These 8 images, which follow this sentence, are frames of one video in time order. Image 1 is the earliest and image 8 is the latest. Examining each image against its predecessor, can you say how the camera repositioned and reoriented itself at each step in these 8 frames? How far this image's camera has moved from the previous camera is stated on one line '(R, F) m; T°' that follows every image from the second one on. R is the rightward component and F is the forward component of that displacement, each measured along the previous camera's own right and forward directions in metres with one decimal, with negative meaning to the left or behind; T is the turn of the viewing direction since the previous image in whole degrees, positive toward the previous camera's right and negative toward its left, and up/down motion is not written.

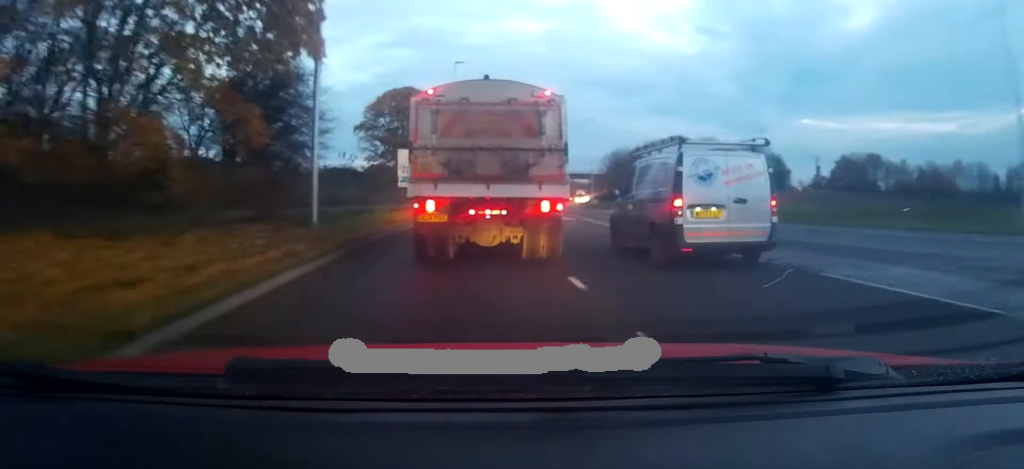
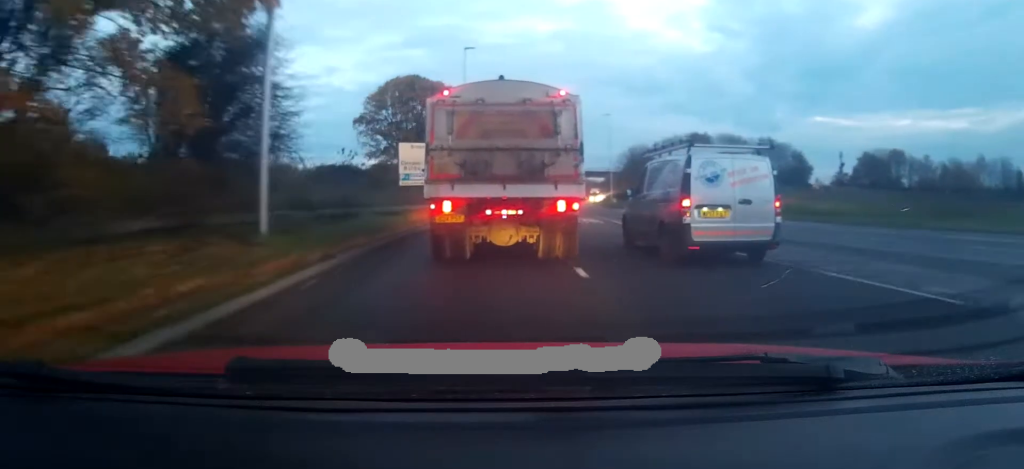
(-0.3, +5.2) m; -1°
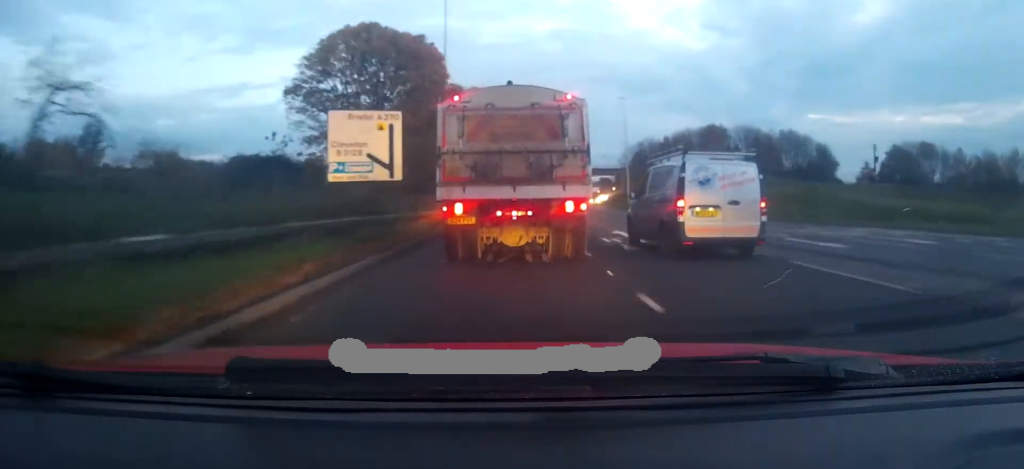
(-0.3, +15.3) m; 0°
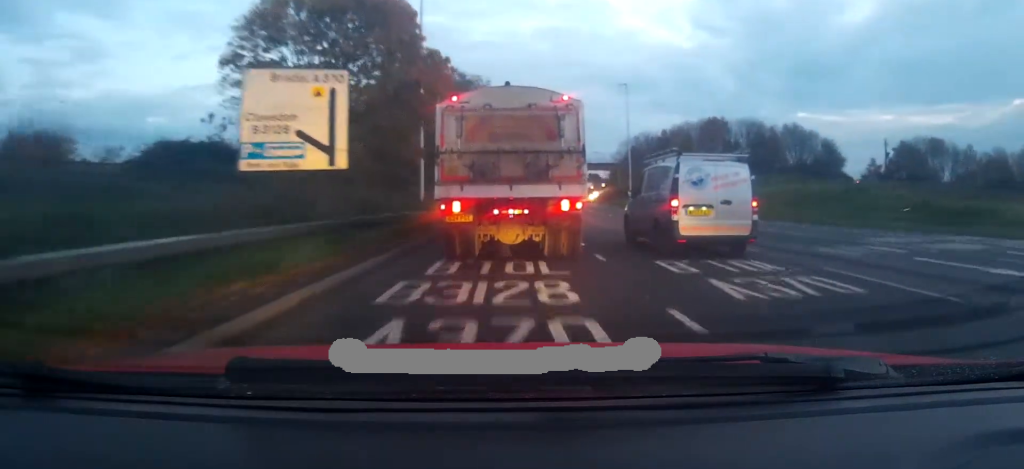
(0.0, +7.1) m; +1°
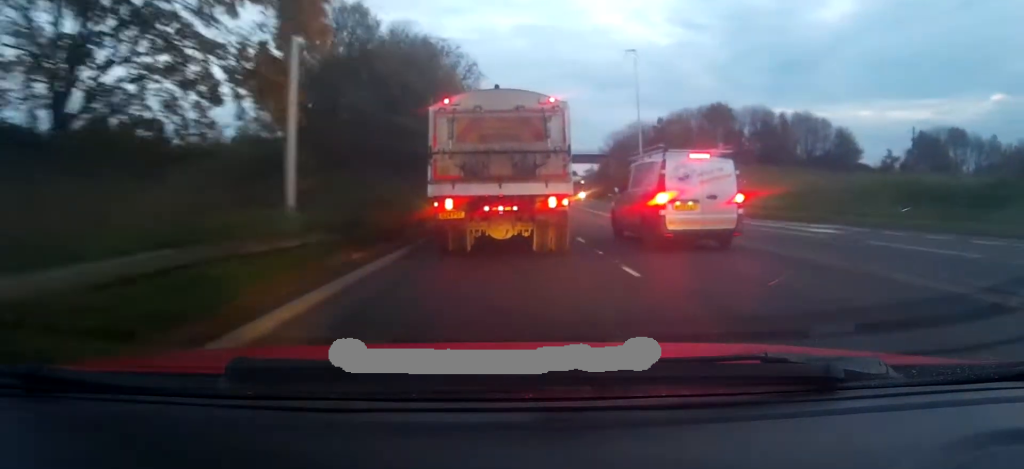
(+0.3, +15.0) m; +2°
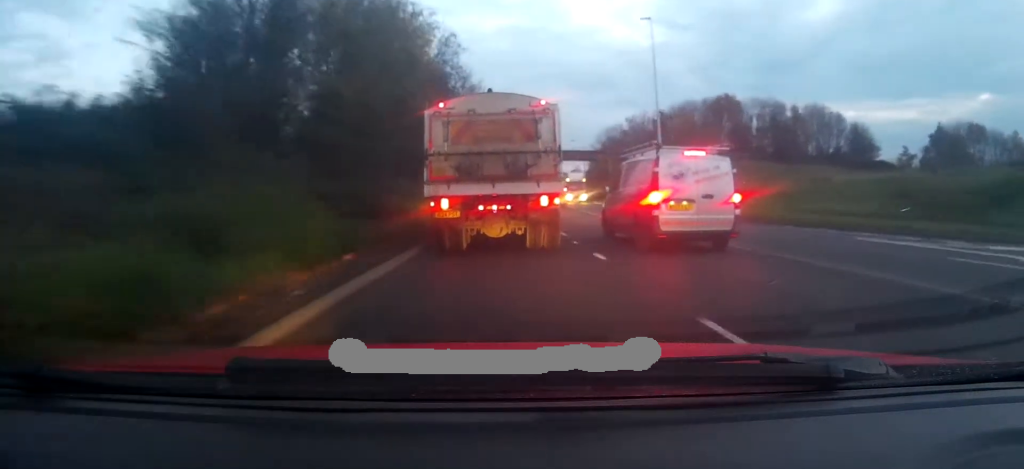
(+0.1, +10.2) m; +1°
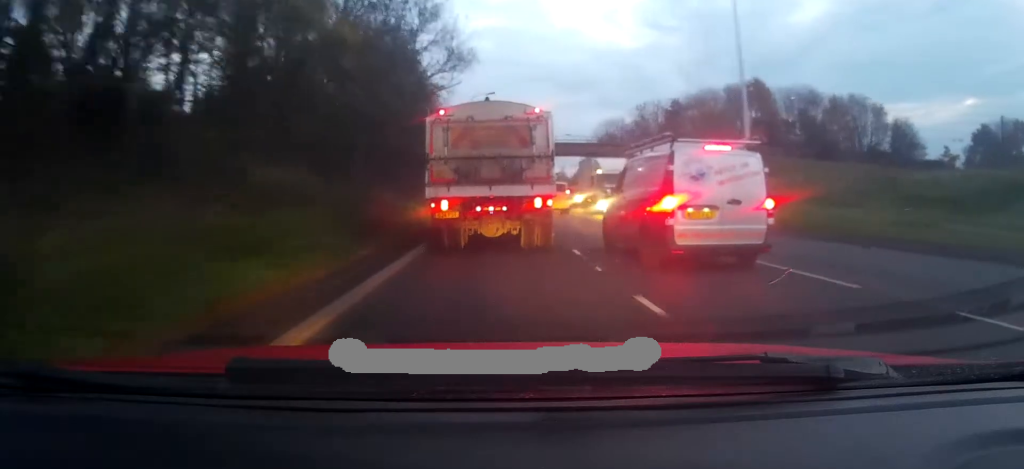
(+0.2, +16.9) m; 0°
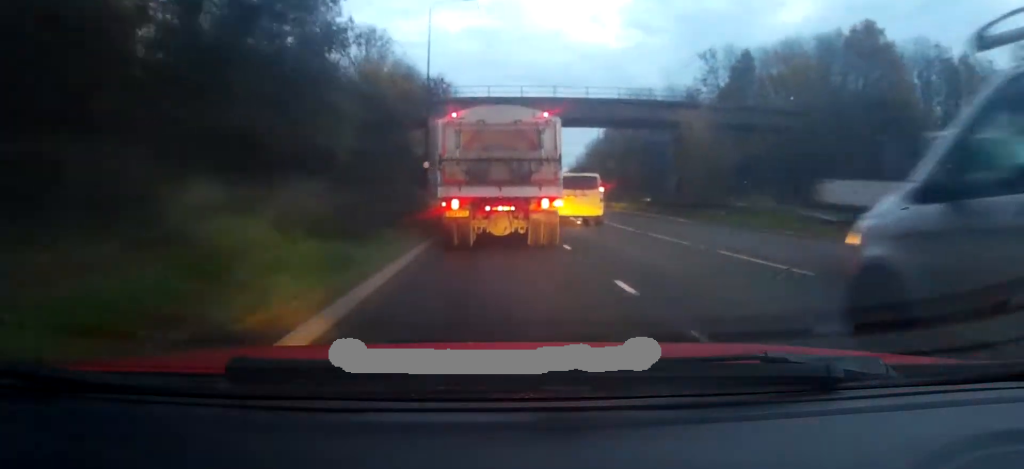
(+0.2, +29.3) m; +2°
